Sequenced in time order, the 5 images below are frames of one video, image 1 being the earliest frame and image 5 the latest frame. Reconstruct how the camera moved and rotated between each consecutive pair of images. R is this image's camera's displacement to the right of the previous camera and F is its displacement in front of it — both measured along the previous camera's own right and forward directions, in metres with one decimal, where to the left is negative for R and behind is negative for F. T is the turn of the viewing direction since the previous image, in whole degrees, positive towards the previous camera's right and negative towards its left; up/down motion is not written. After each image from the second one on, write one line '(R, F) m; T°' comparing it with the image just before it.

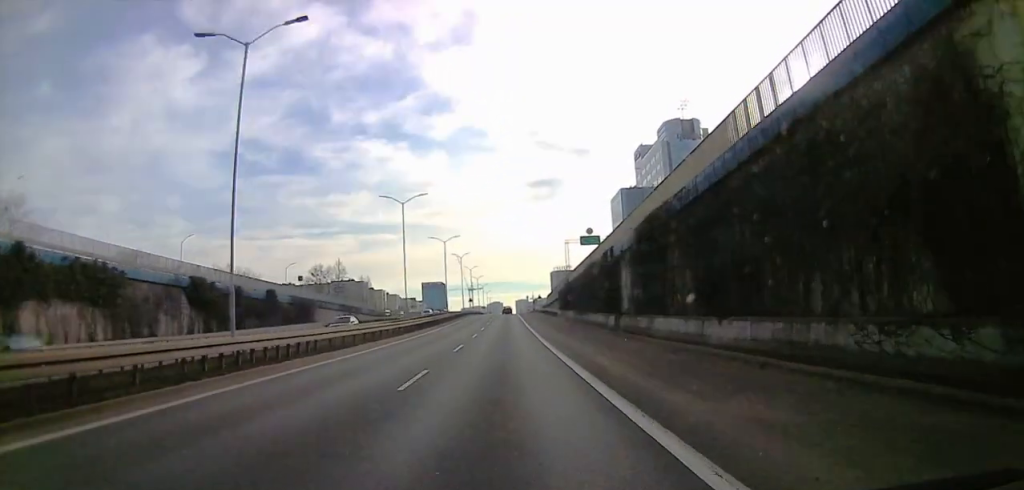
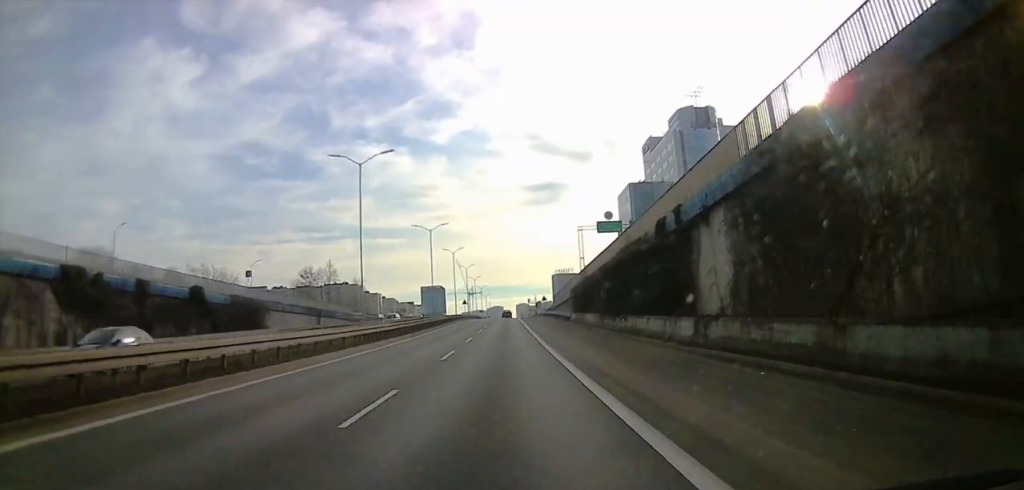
(-0.8, +15.7) m; -3°
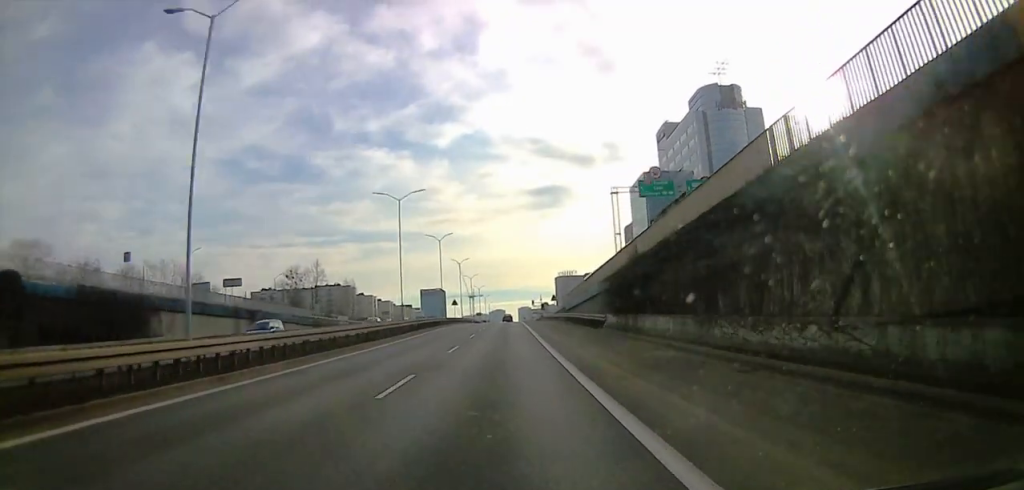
(-0.3, +21.1) m; +2°
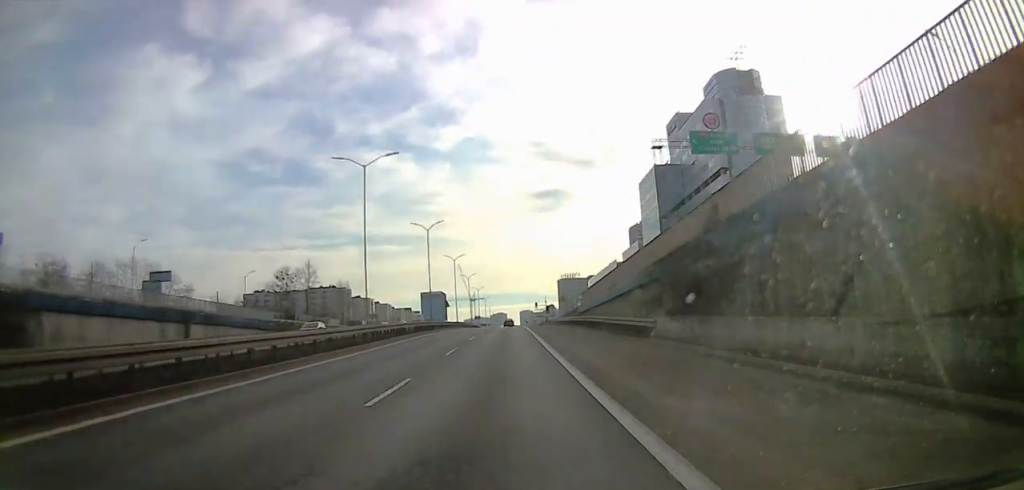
(+0.4, +12.8) m; +2°
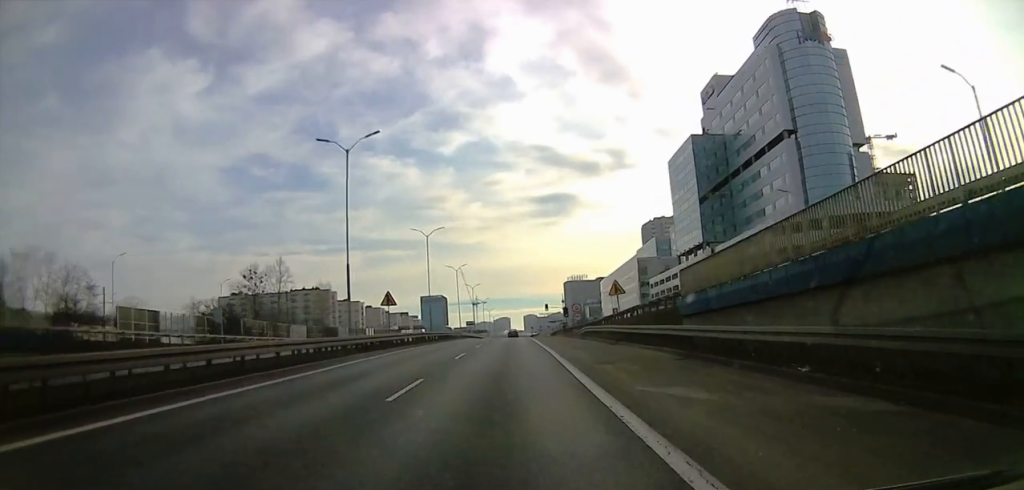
(+1.6, +34.7) m; +1°
